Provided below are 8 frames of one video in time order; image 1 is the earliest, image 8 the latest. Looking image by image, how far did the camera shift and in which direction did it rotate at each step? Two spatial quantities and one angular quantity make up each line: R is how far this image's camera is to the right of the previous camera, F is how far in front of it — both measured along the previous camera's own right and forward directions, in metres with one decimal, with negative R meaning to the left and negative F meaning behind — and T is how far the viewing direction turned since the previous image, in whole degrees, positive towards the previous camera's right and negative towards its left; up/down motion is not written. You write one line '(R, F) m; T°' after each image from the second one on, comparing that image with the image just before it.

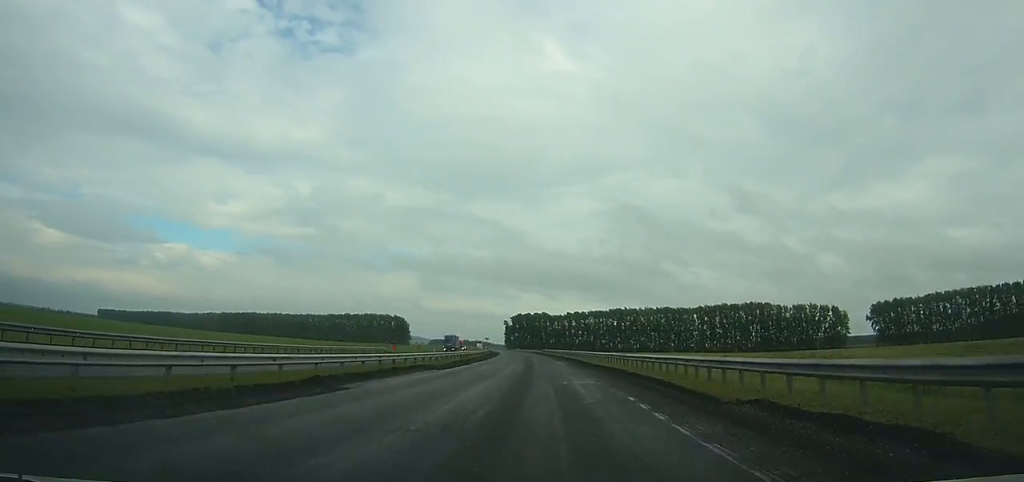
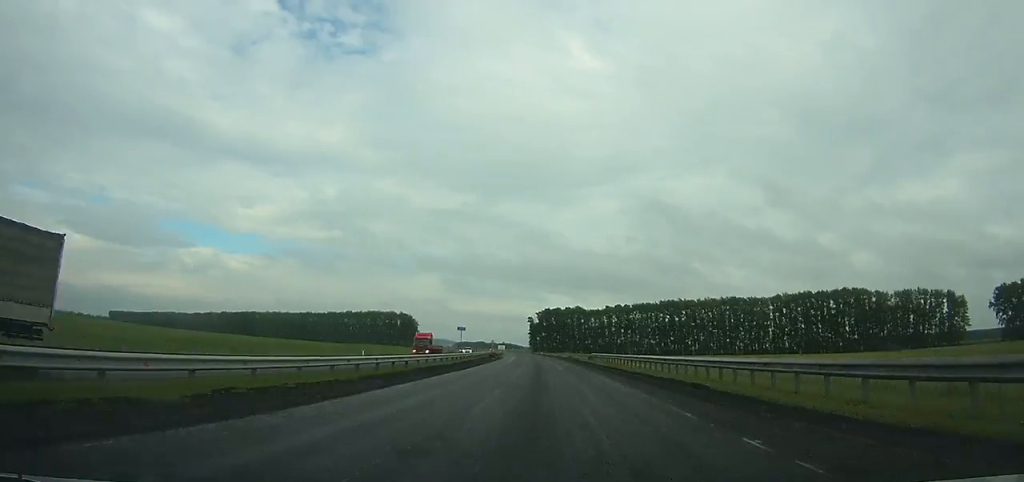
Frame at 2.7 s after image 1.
(-2.1, +74.6) m; -3°
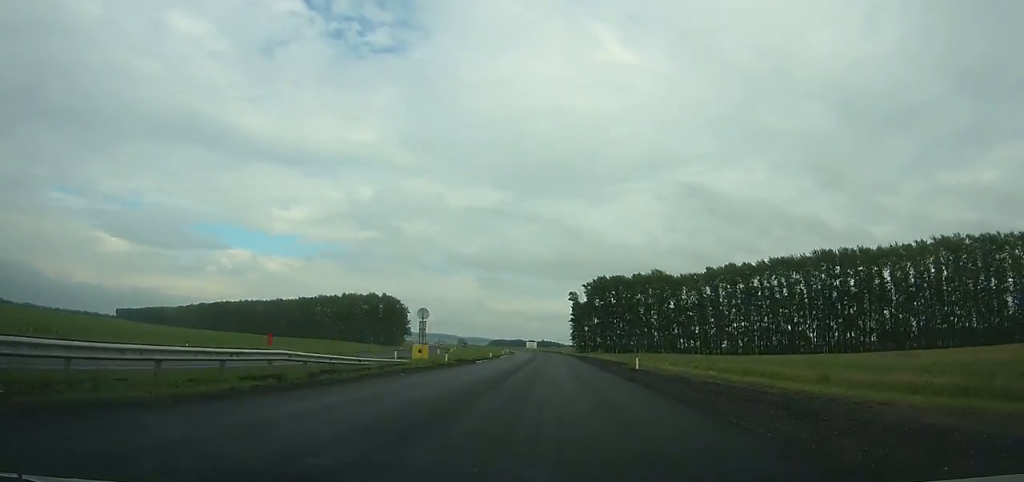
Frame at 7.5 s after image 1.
(-4.5, +132.8) m; -3°
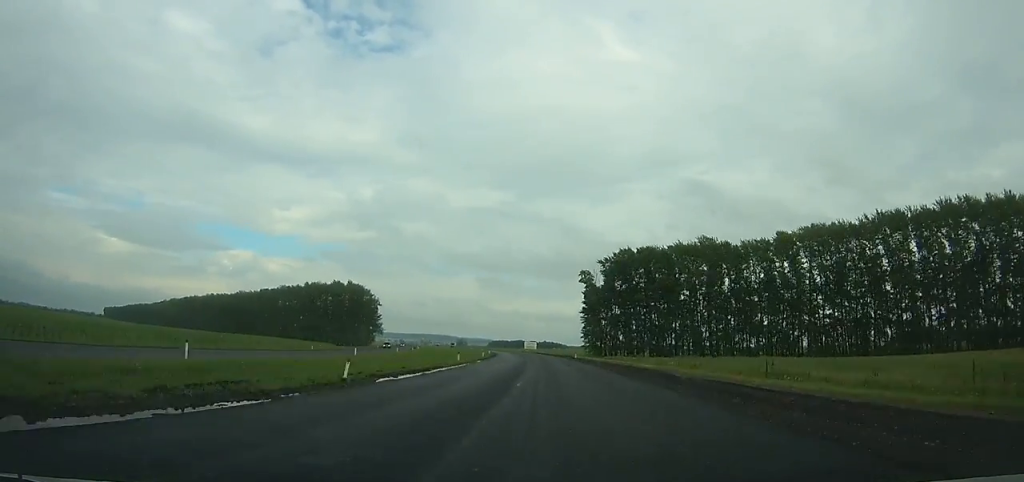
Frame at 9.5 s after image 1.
(-0.6, +54.9) m; -1°
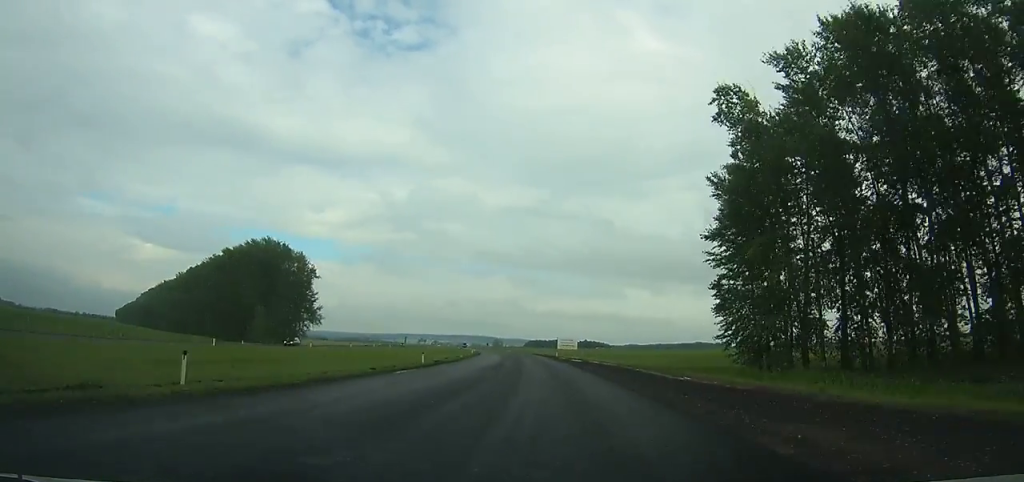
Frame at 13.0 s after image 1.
(-1.7, +95.7) m; -4°
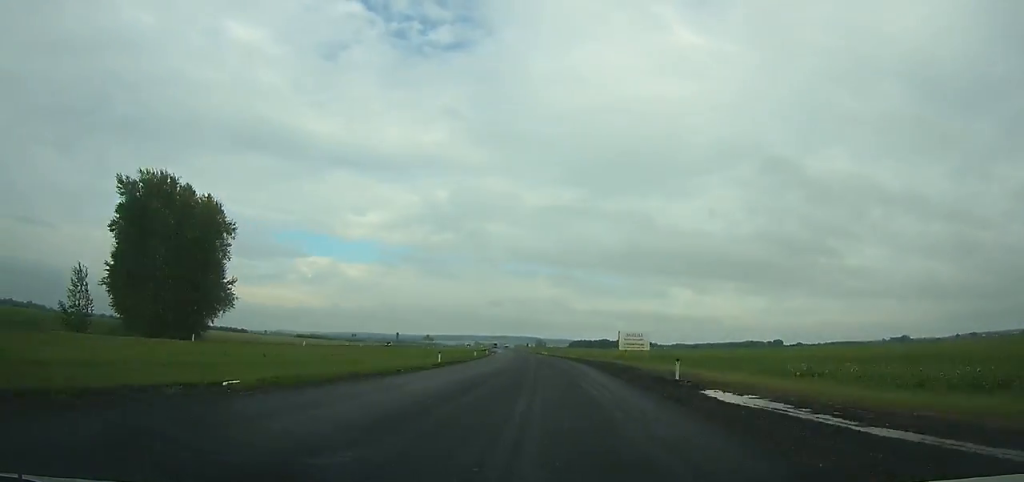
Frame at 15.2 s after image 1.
(-2.4, +59.9) m; -3°
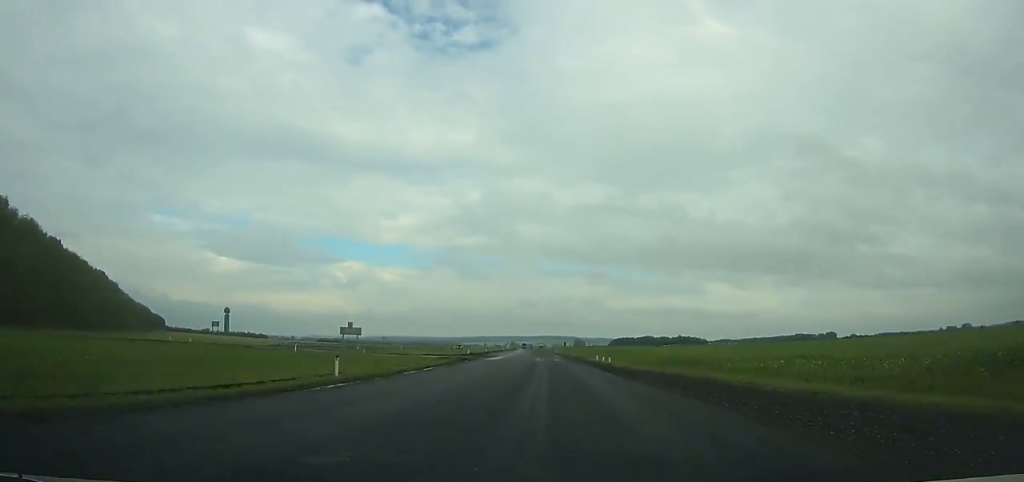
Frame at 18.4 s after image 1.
(-3.6, +87.1) m; -4°
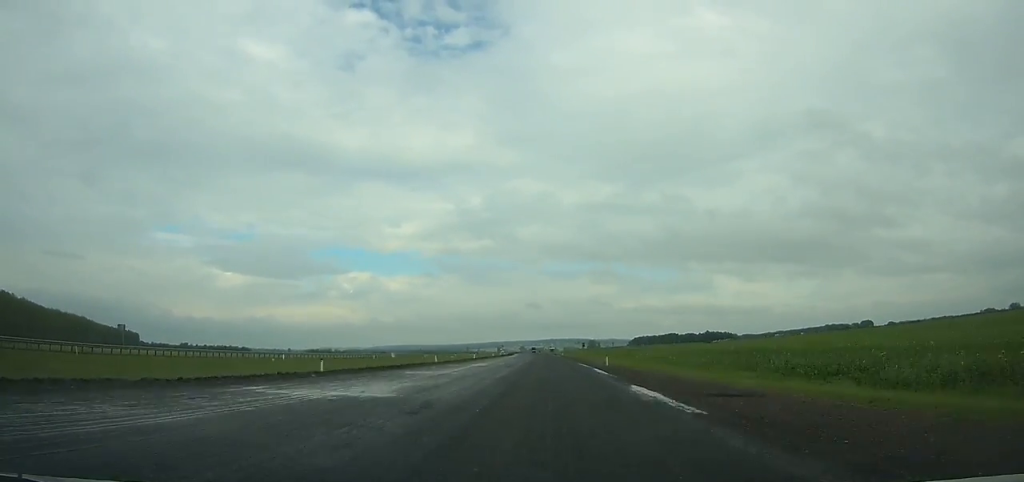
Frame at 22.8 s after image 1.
(-2.8, +119.8) m; -2°
